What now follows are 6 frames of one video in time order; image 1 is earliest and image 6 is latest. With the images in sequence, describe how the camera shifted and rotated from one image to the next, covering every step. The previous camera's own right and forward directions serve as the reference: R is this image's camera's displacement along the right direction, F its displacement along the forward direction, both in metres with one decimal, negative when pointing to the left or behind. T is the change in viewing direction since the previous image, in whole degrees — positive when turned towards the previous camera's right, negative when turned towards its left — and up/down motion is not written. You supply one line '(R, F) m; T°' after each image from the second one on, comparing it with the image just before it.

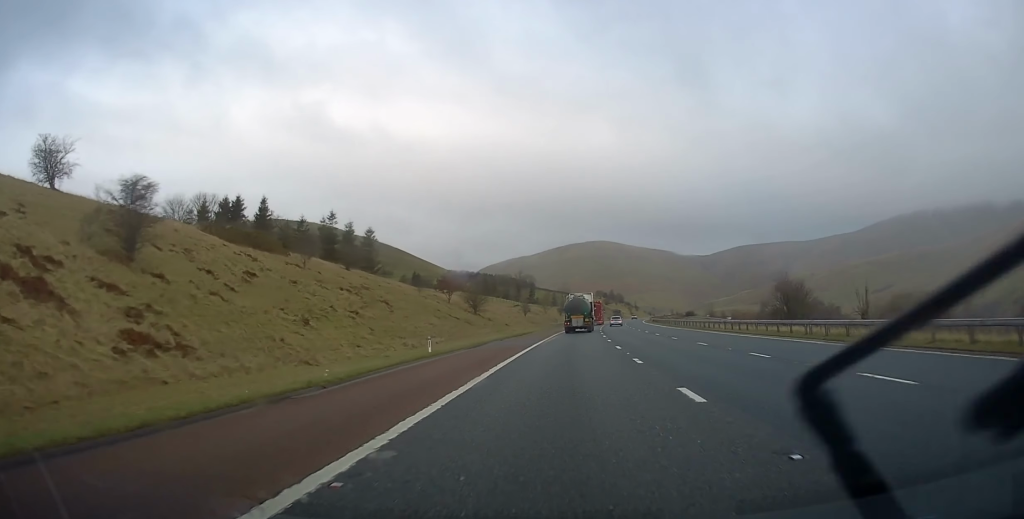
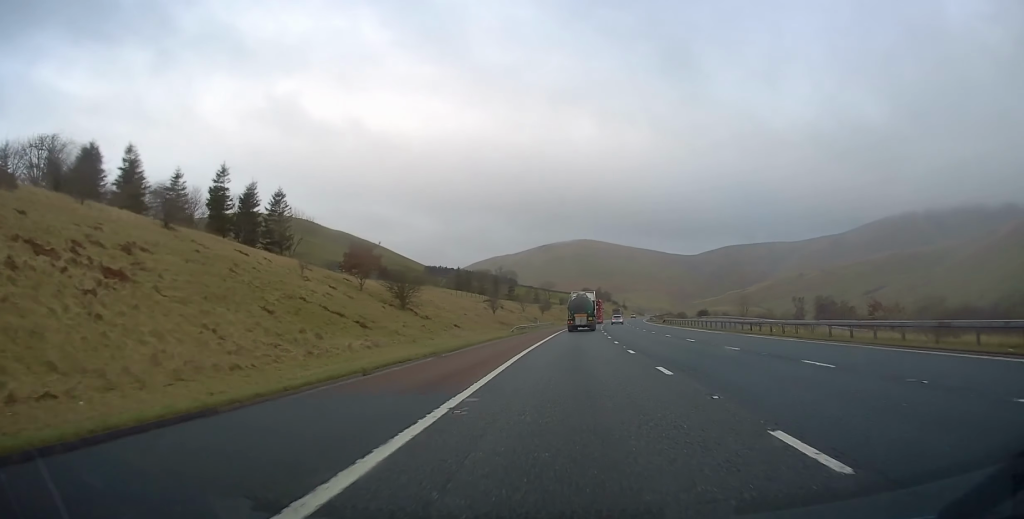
(+0.2, +31.5) m; +1°
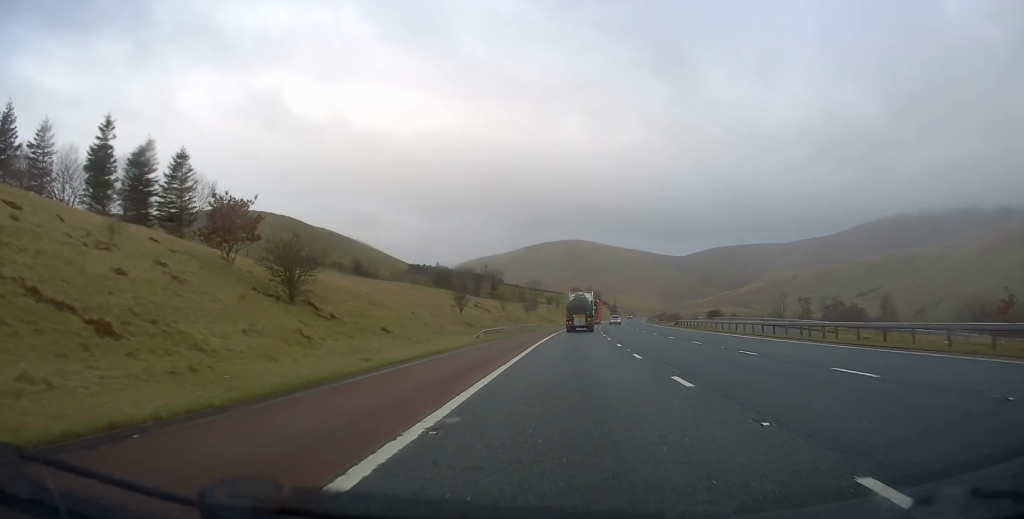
(+0.1, +20.1) m; +1°
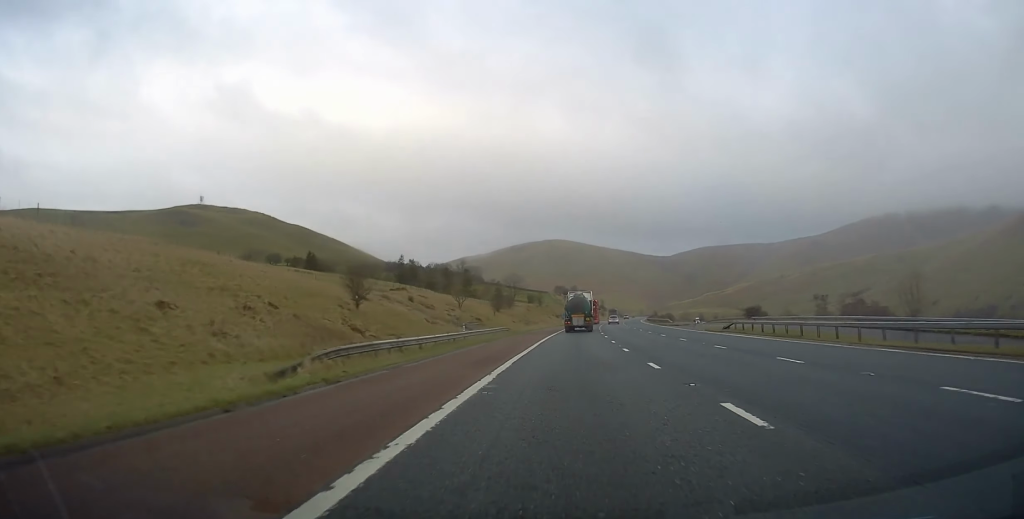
(+0.5, +31.9) m; +2°
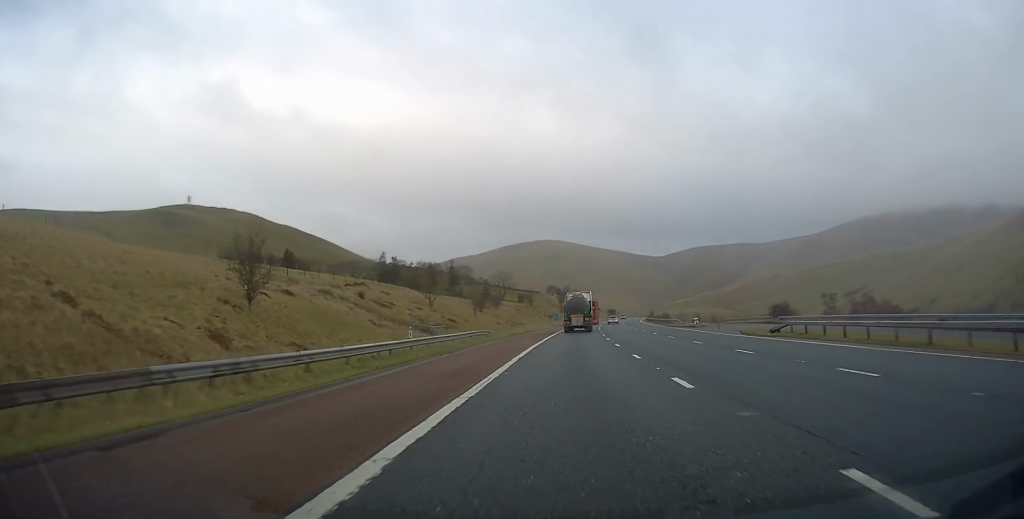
(0.0, +13.5) m; +1°
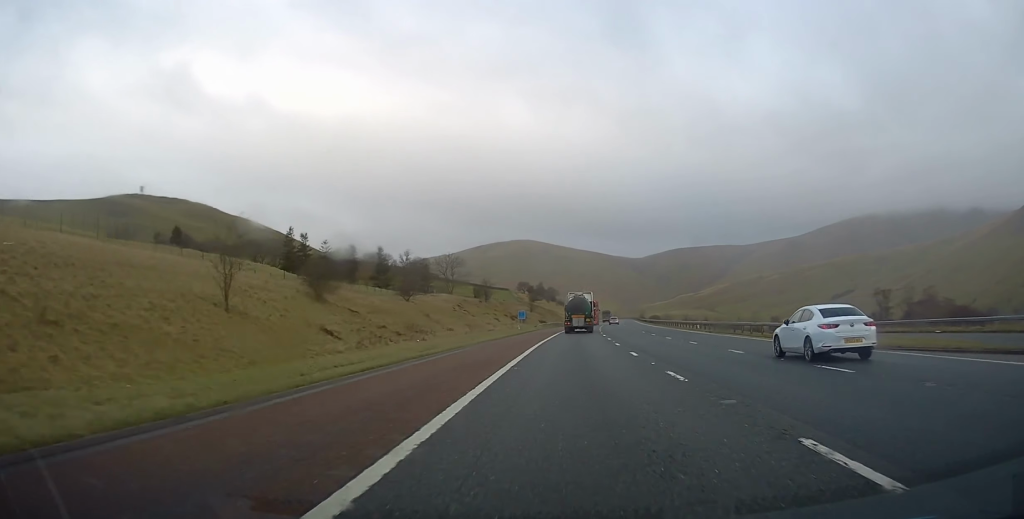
(+1.1, +52.8) m; +2°
